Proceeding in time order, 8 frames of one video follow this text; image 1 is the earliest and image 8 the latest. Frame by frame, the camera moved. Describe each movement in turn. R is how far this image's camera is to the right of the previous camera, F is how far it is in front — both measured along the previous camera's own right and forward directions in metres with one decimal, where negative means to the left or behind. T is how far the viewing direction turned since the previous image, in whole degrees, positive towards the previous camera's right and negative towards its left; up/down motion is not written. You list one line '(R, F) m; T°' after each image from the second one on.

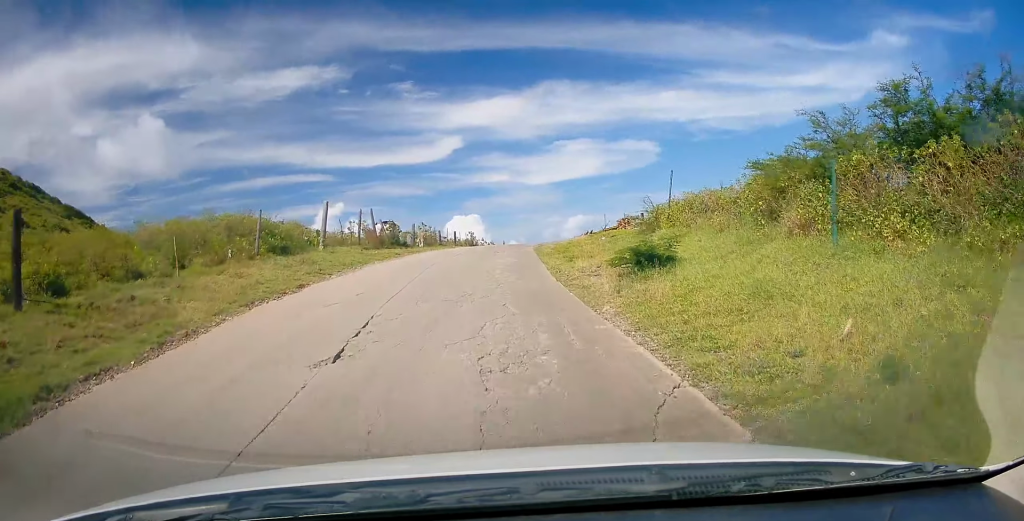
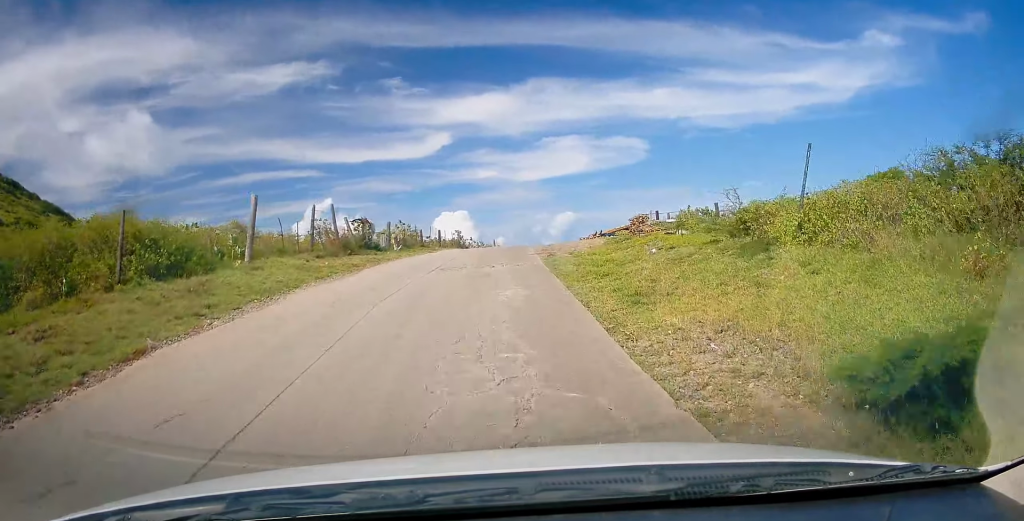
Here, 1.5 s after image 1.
(-0.1, +7.3) m; -1°
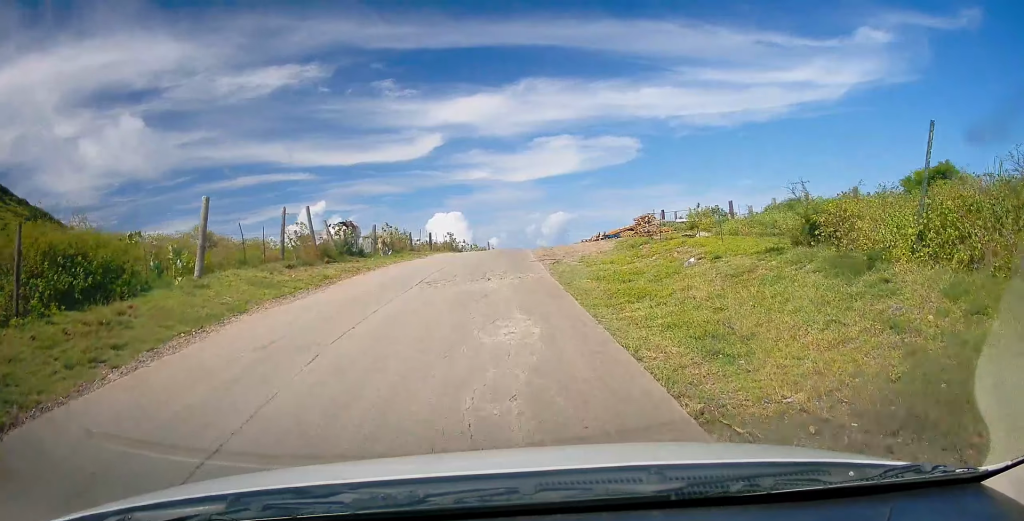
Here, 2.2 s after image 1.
(0.0, +3.0) m; +2°
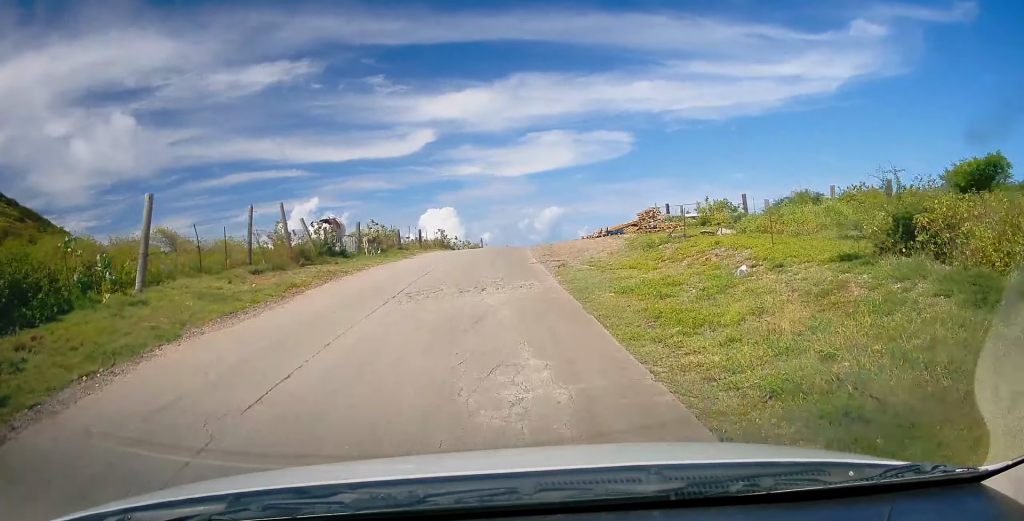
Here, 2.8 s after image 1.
(0.0, +2.6) m; +2°
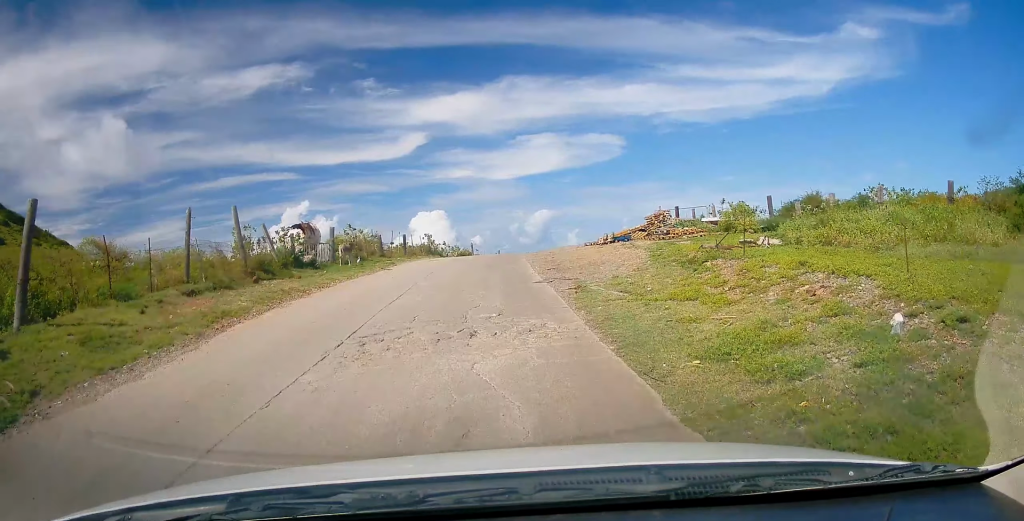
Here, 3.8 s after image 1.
(+0.2, +3.8) m; -1°
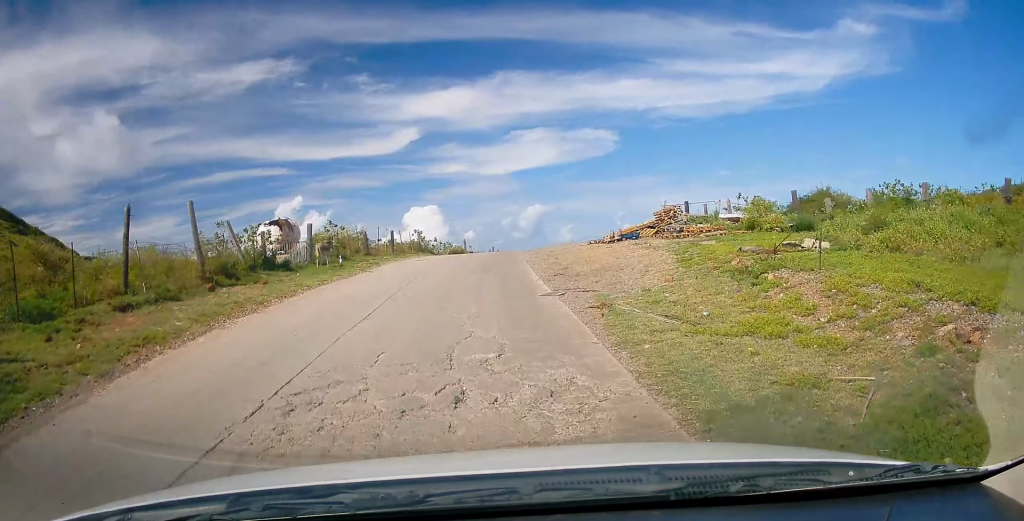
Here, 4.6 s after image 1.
(-0.2, +2.9) m; 0°
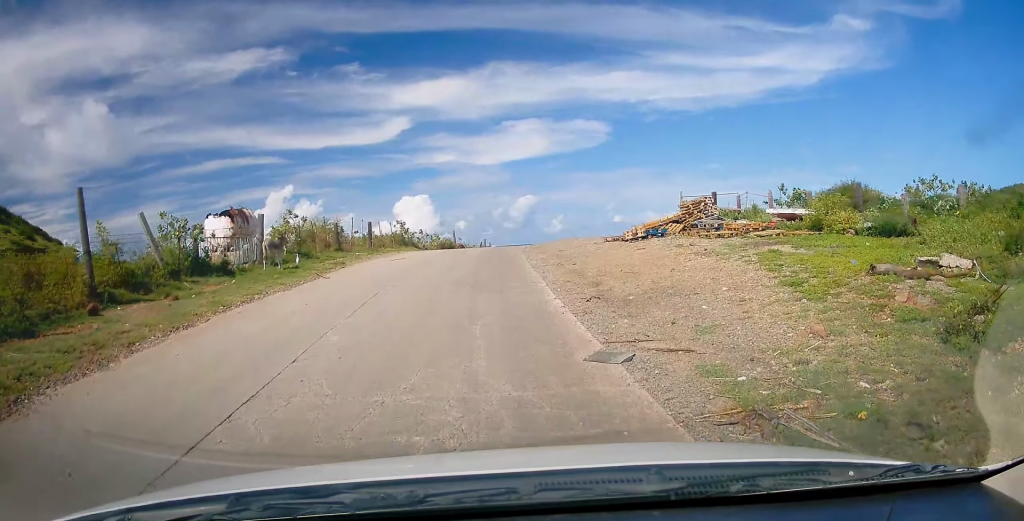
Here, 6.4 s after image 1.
(0.0, +5.1) m; -2°
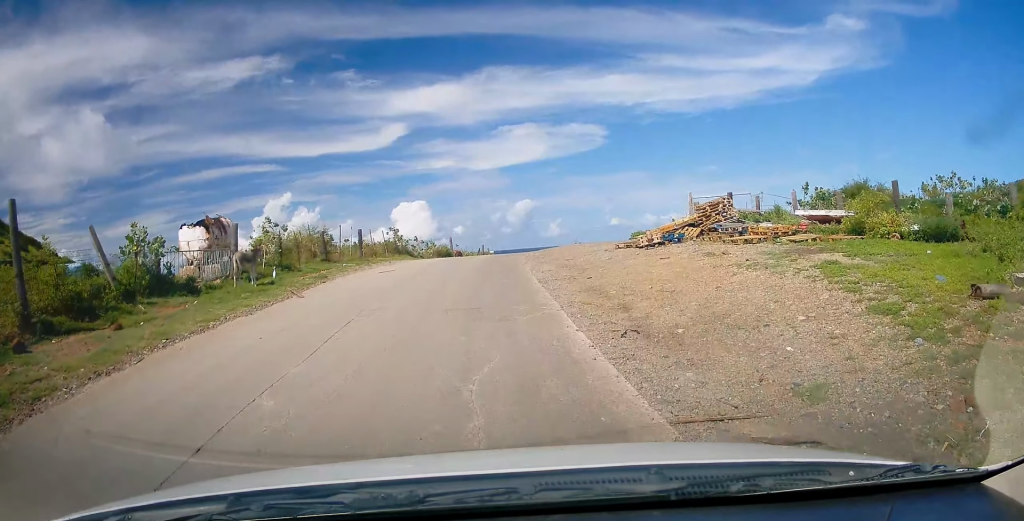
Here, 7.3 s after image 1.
(+0.1, +2.1) m; +5°
